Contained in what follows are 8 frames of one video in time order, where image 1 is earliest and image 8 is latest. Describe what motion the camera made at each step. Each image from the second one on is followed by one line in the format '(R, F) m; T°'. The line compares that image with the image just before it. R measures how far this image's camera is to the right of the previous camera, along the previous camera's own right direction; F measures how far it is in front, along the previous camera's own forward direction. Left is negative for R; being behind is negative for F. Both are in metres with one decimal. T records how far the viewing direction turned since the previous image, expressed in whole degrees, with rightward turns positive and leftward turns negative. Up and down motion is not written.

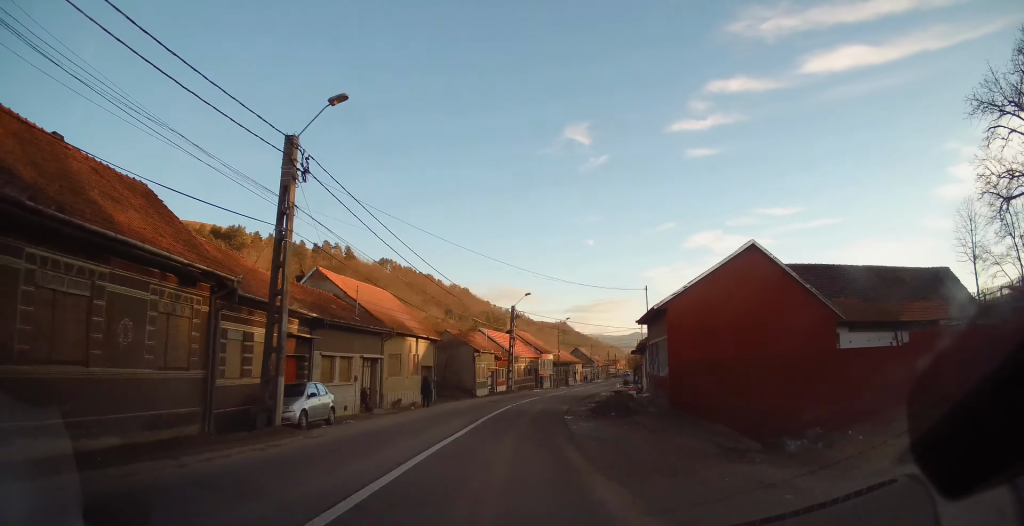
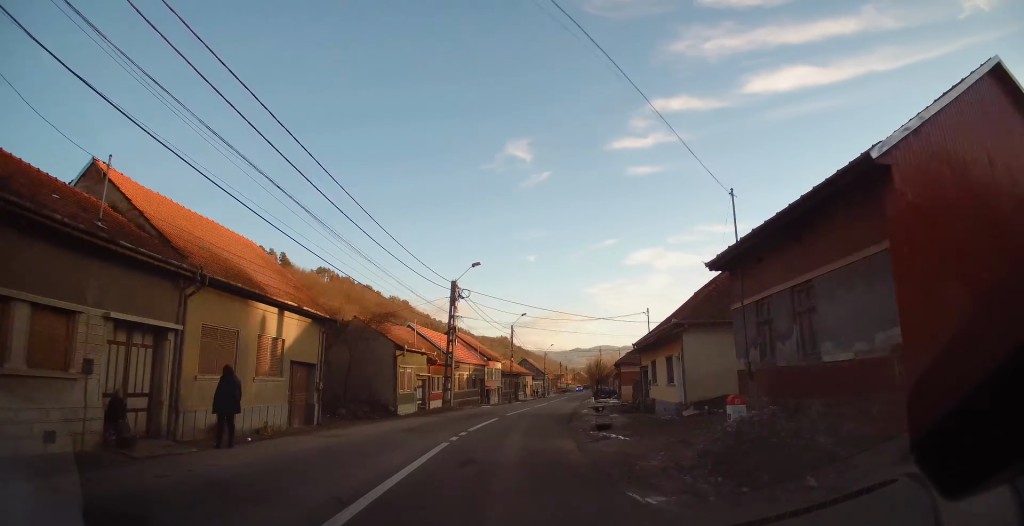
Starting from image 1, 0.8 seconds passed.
(+0.9, +16.8) m; +6°
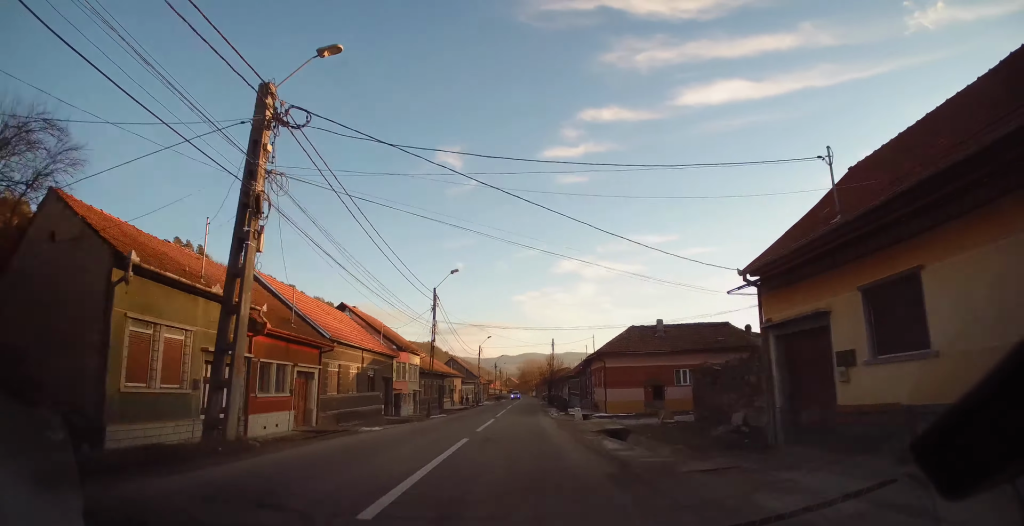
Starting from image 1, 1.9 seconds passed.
(+1.5, +23.2) m; +7°
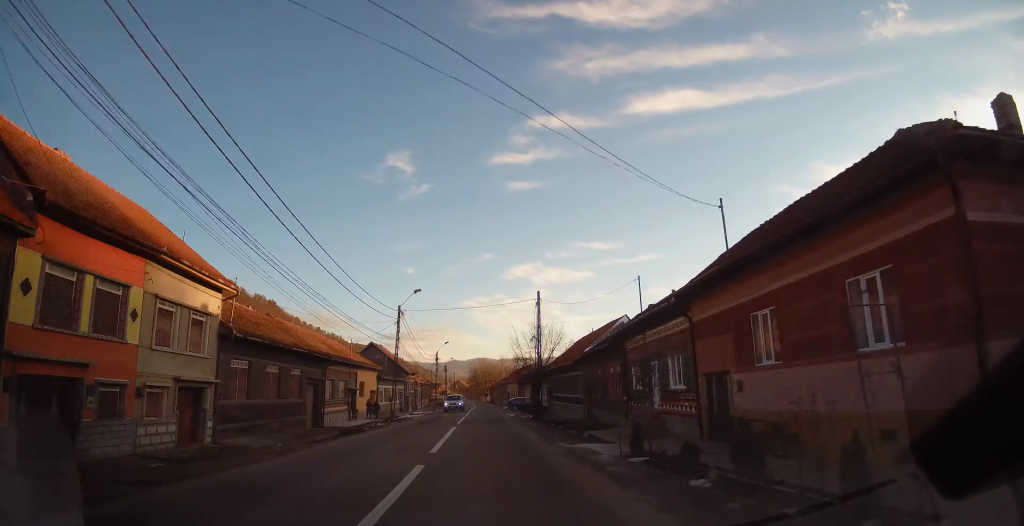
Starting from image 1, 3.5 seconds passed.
(+1.7, +35.2) m; +3°
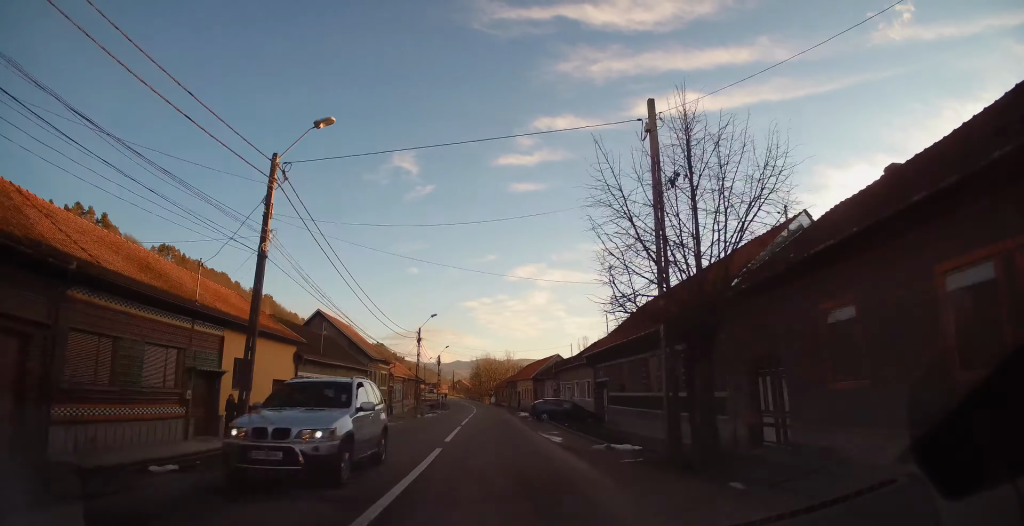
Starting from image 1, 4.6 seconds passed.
(0.0, +25.1) m; 0°
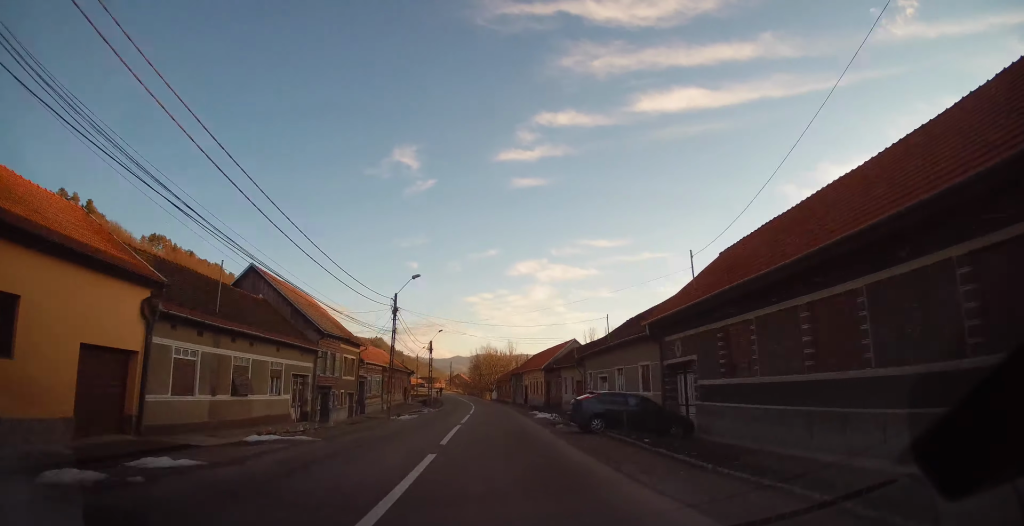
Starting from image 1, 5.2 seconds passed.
(+0.1, +14.4) m; 0°
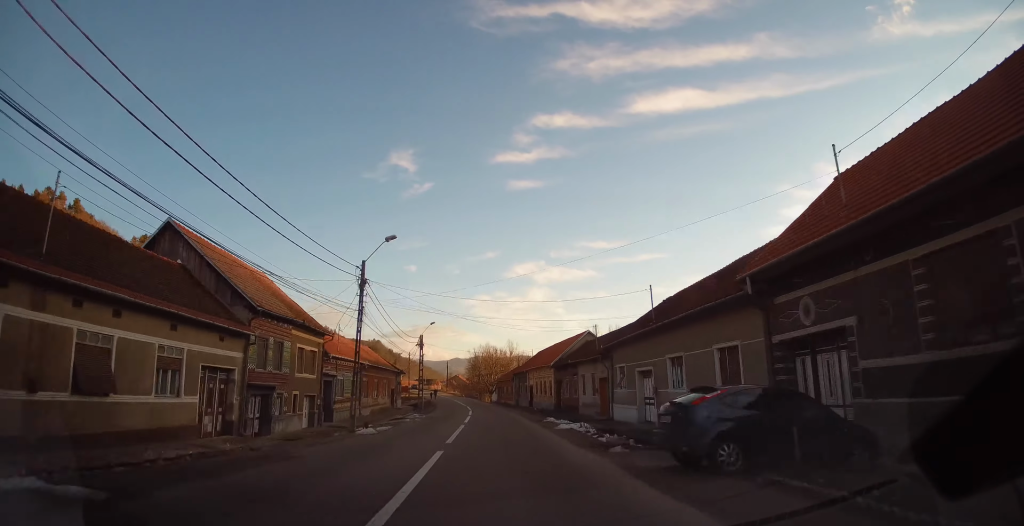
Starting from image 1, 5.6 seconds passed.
(-0.1, +9.6) m; 0°
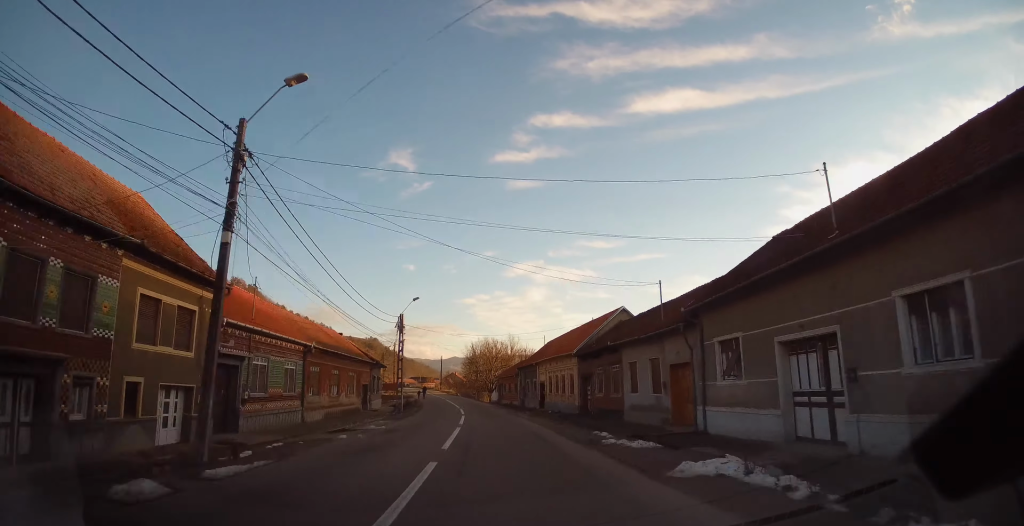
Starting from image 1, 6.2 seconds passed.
(-0.1, +14.3) m; 0°
